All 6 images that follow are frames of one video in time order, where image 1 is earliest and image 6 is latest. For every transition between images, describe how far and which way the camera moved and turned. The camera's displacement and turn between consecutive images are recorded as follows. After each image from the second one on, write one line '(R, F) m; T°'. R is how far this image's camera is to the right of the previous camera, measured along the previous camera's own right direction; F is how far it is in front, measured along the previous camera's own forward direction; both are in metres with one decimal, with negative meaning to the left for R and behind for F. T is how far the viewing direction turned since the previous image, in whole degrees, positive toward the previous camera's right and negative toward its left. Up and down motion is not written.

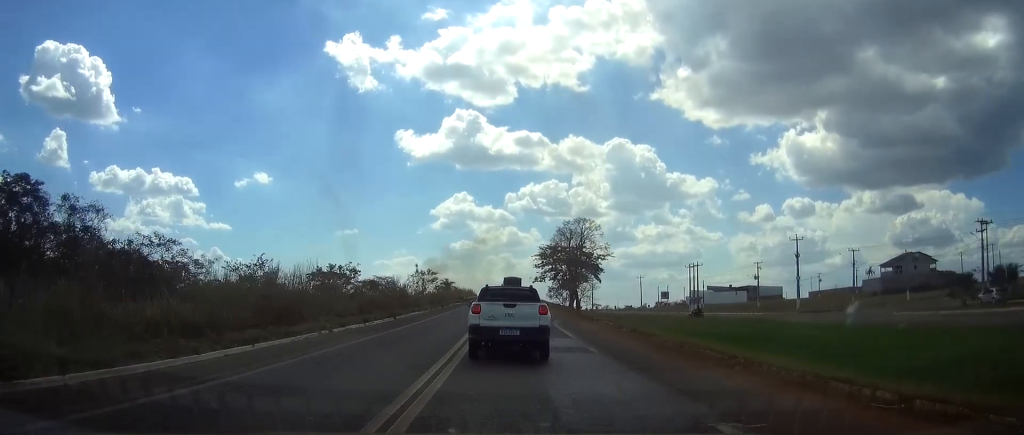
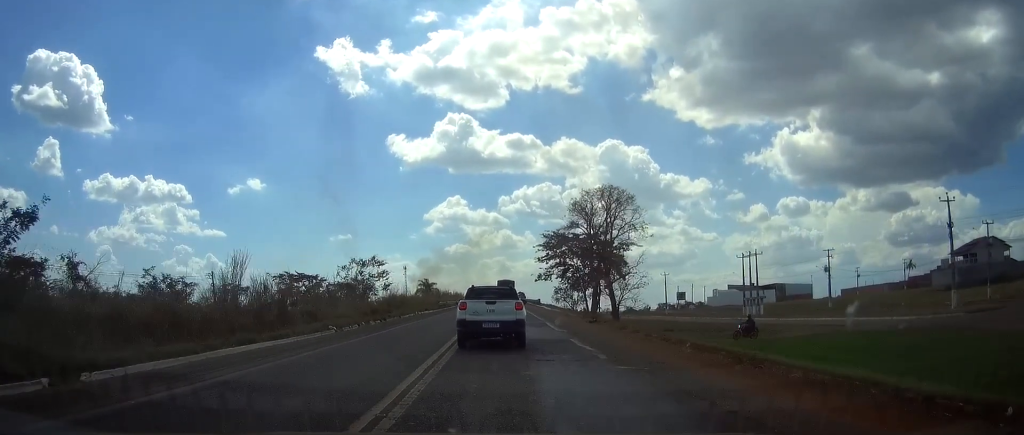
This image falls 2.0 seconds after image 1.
(+0.3, +34.3) m; +1°
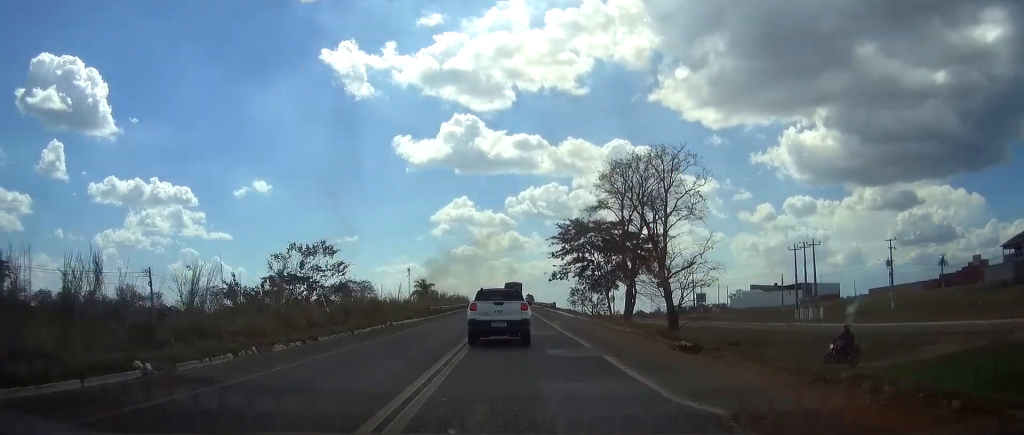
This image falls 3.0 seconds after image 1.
(0.0, +17.1) m; 0°
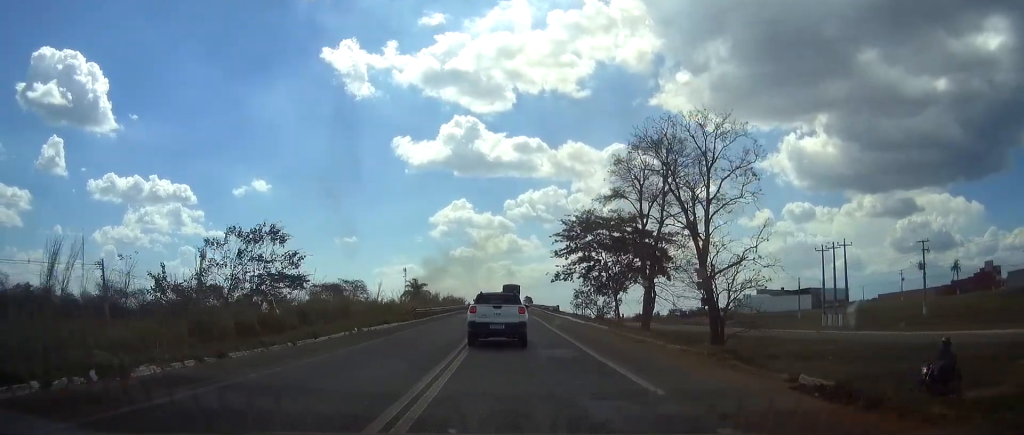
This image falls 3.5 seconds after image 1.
(0.0, +8.9) m; 0°
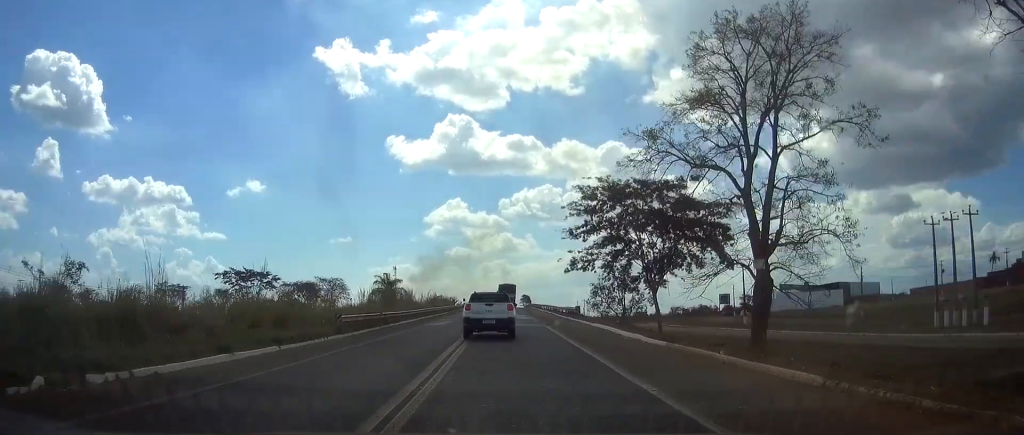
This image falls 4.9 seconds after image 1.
(-0.1, +23.8) m; -1°
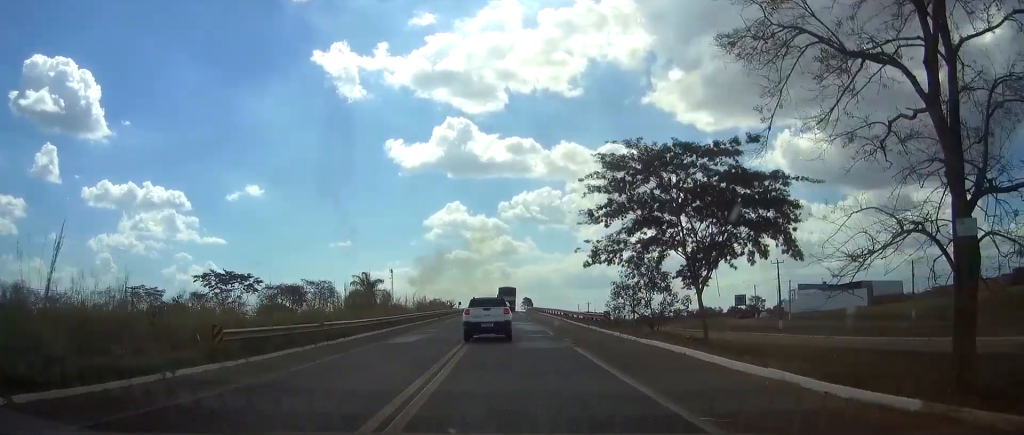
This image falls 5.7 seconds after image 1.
(-0.1, +13.7) m; 0°
